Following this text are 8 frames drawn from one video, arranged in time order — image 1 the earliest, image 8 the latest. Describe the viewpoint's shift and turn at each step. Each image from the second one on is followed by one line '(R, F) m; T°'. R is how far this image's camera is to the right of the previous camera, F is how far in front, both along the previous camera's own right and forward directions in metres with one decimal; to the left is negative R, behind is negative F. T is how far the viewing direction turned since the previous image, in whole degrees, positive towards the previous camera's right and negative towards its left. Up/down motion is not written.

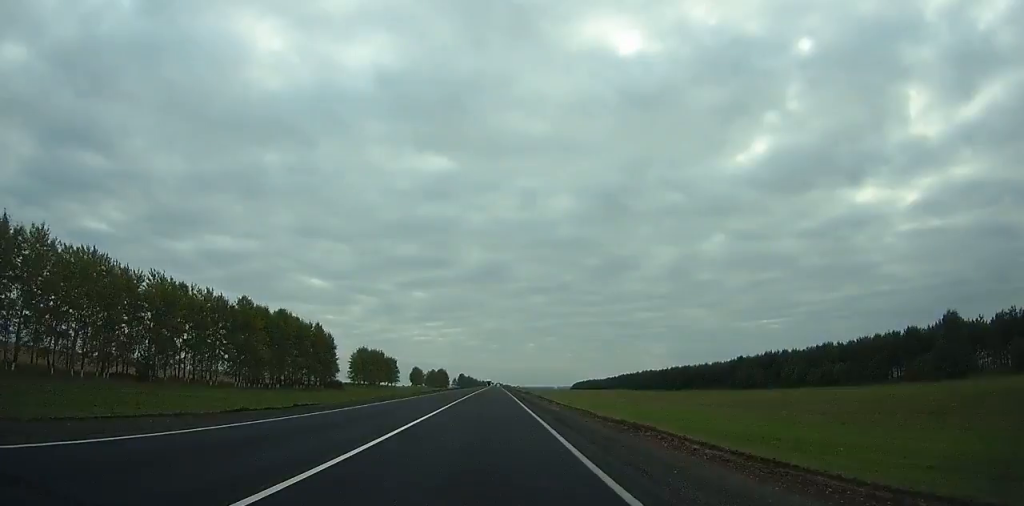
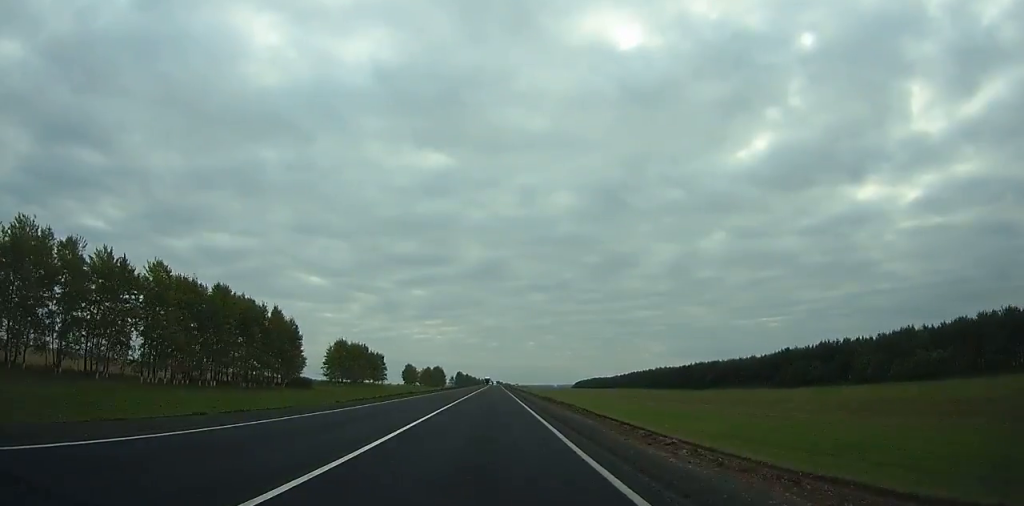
(0.0, +30.0) m; 0°
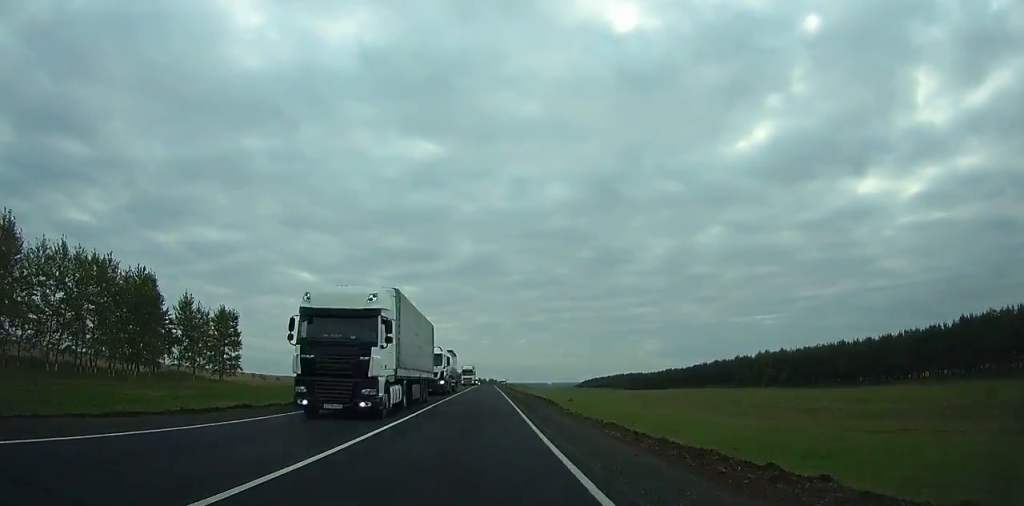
(+0.4, +130.6) m; 0°
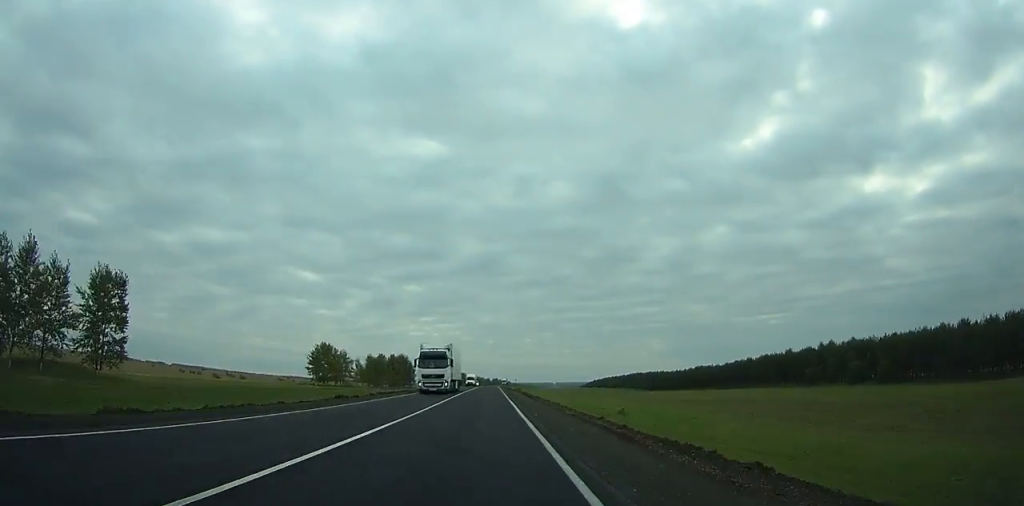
(0.0, +36.4) m; 0°
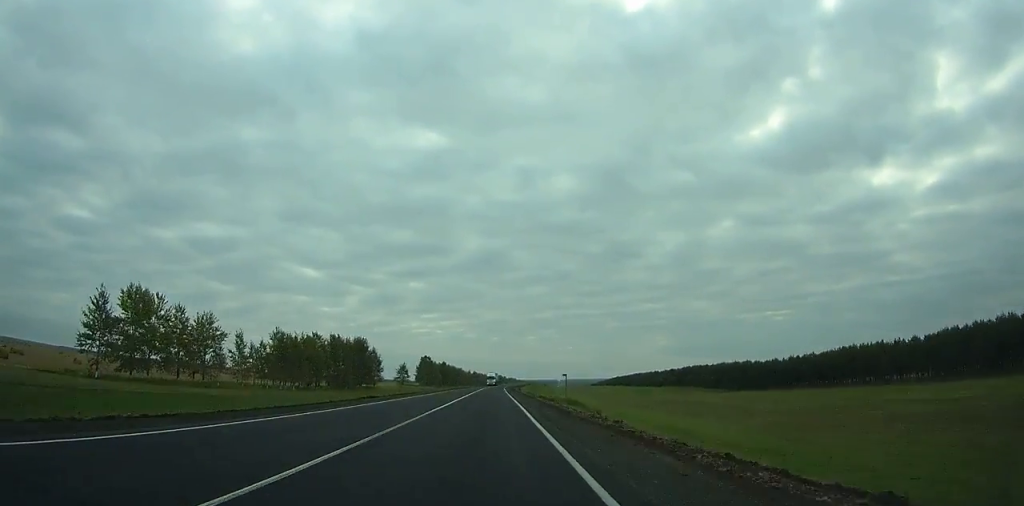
(-0.4, +100.8) m; 0°
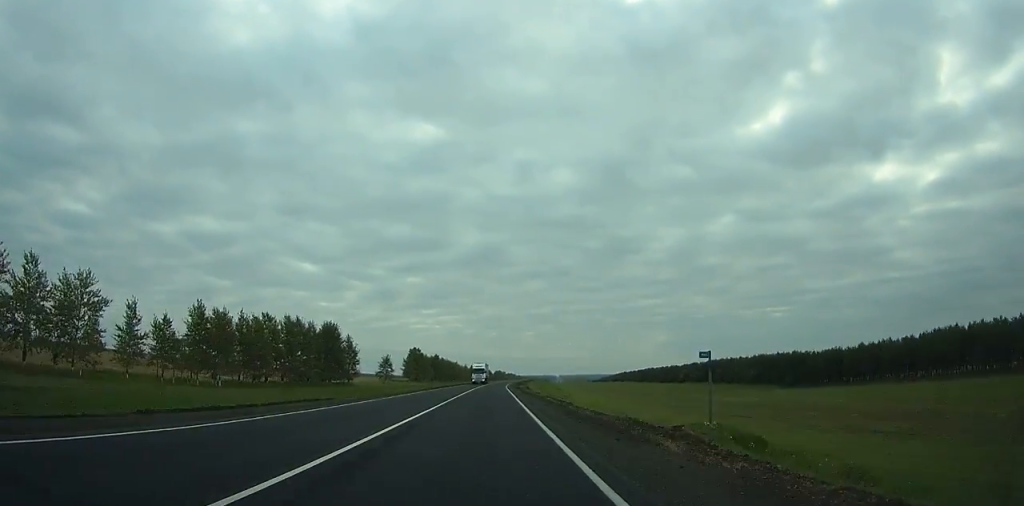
(-0.1, +34.7) m; 0°
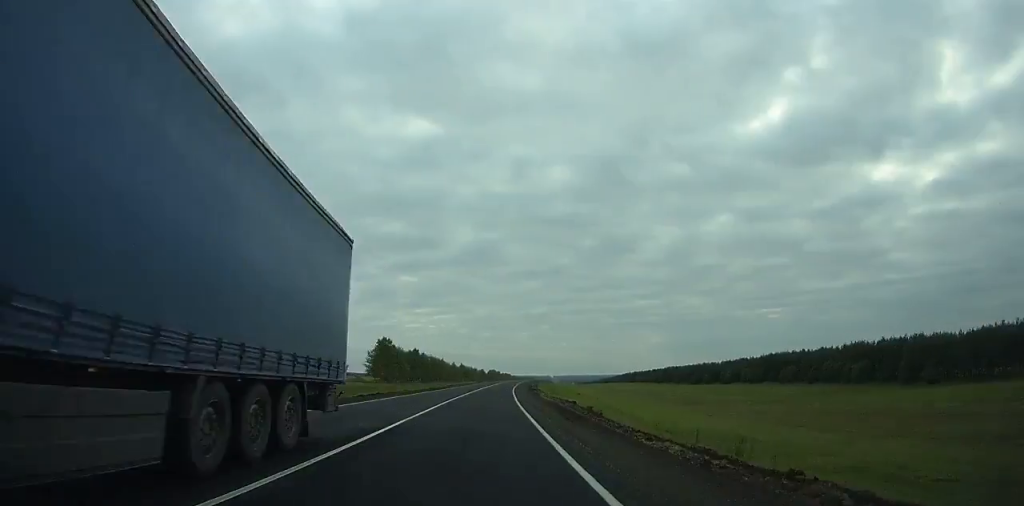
(+0.1, +57.3) m; +1°
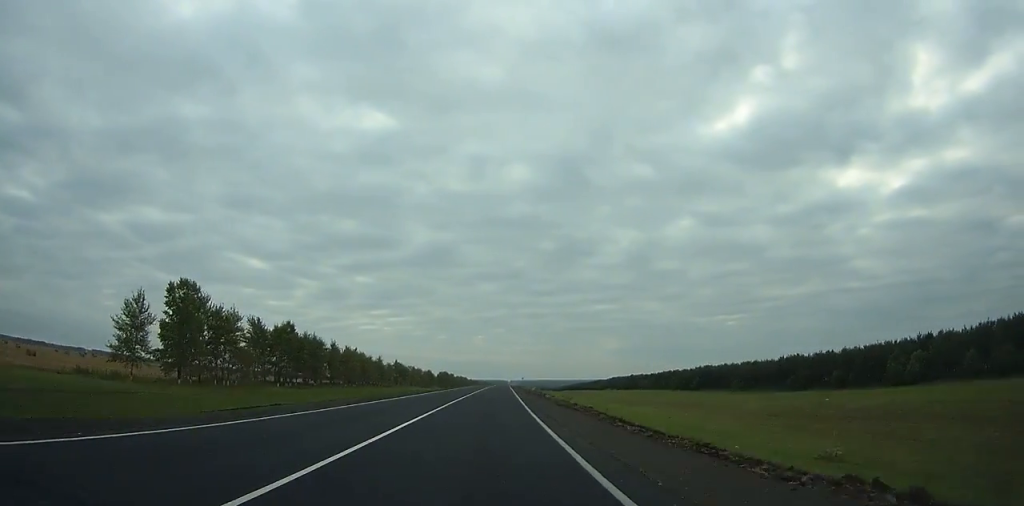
(+2.5, +112.8) m; +3°
